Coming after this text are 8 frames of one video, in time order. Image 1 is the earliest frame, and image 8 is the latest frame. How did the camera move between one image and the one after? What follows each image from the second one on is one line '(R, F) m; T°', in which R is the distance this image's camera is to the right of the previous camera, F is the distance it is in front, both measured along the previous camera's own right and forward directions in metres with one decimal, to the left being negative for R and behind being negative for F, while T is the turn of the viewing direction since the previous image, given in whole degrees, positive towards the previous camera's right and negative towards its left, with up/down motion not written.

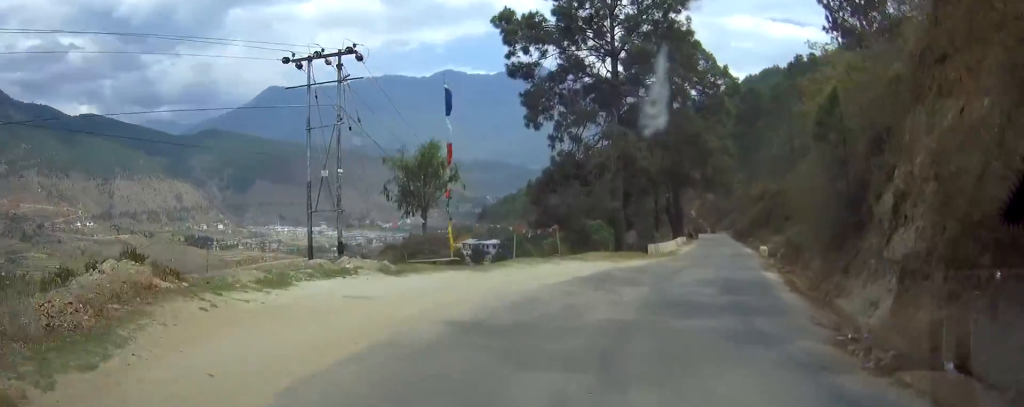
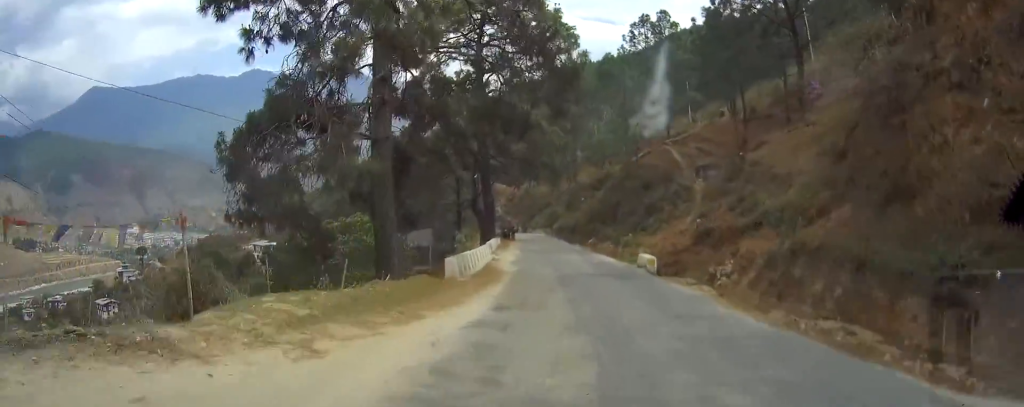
(-0.7, +21.6) m; -3°
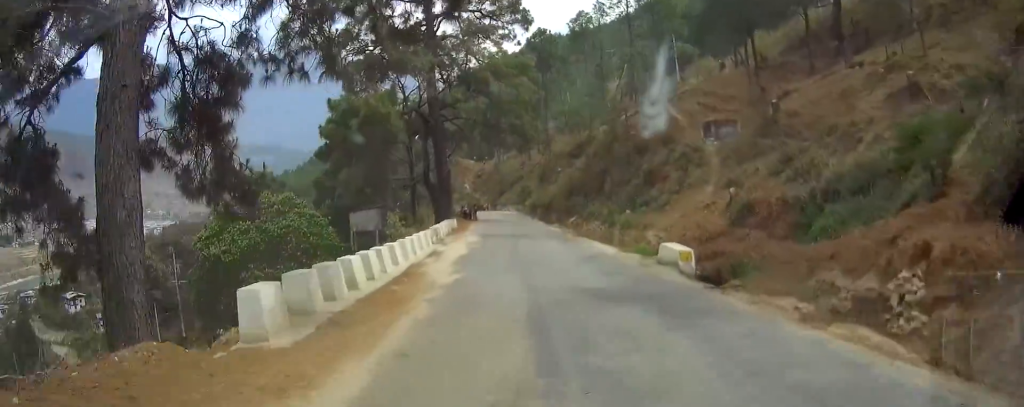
(0.0, +11.8) m; 0°
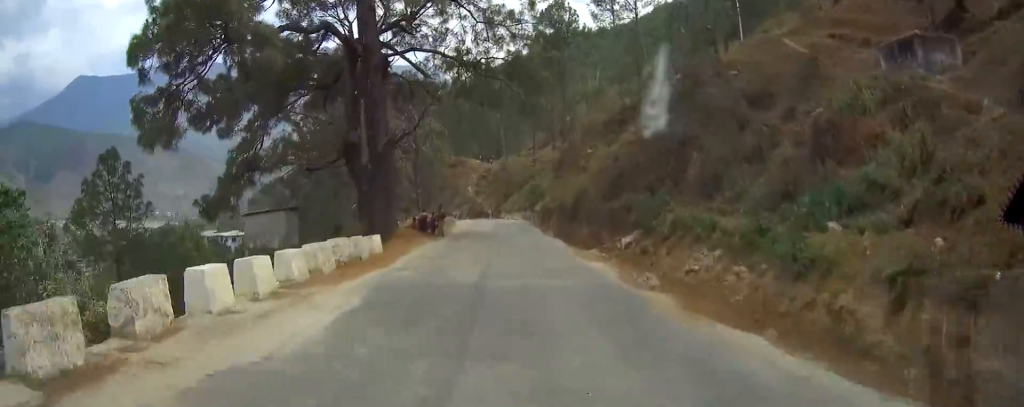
(0.0, +22.7) m; 0°
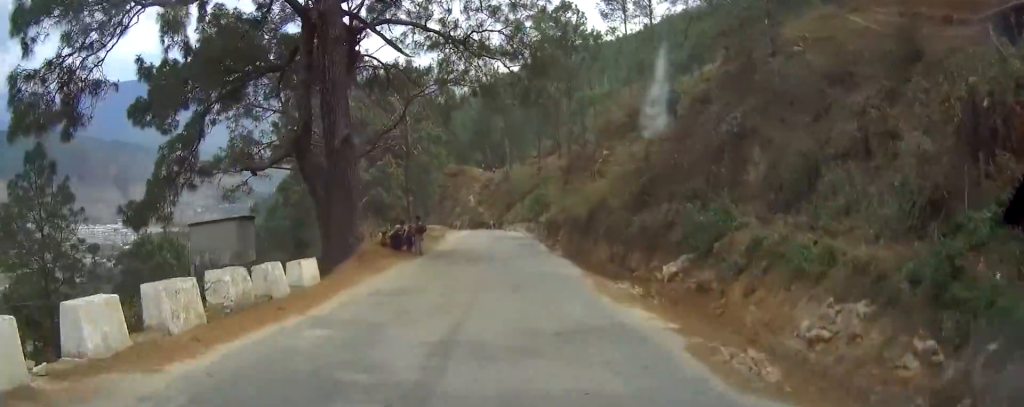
(0.0, +6.3) m; 0°
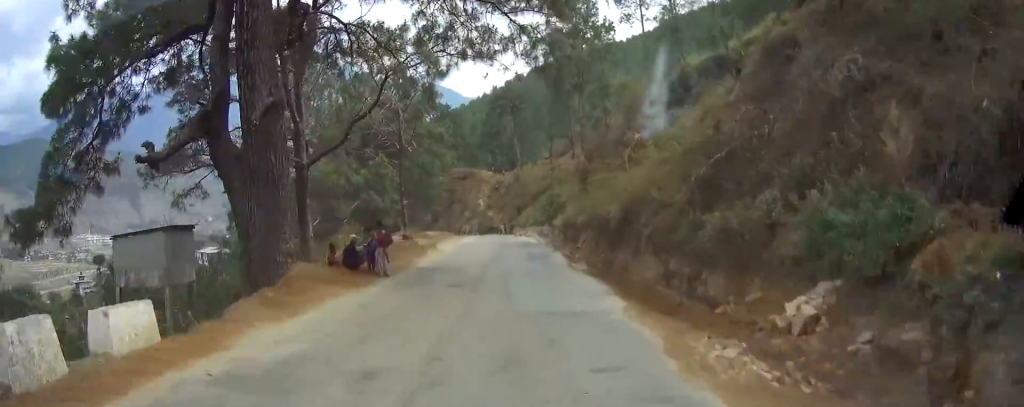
(0.0, +6.8) m; 0°
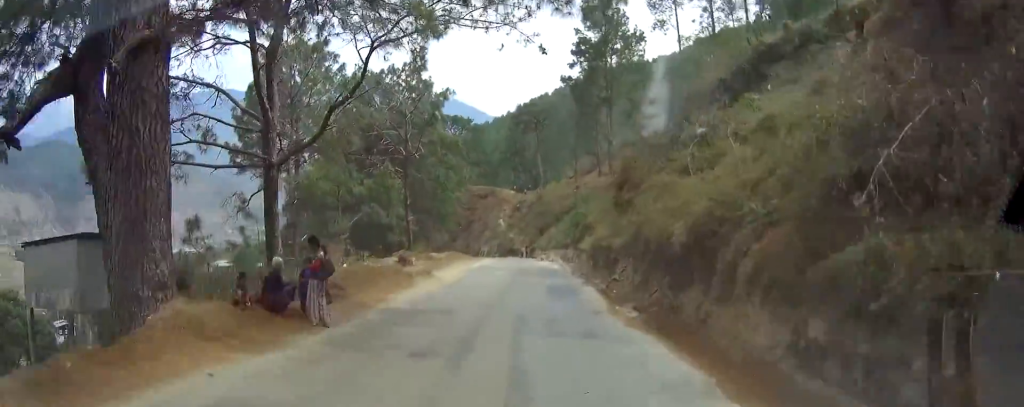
(0.0, +6.1) m; 0°
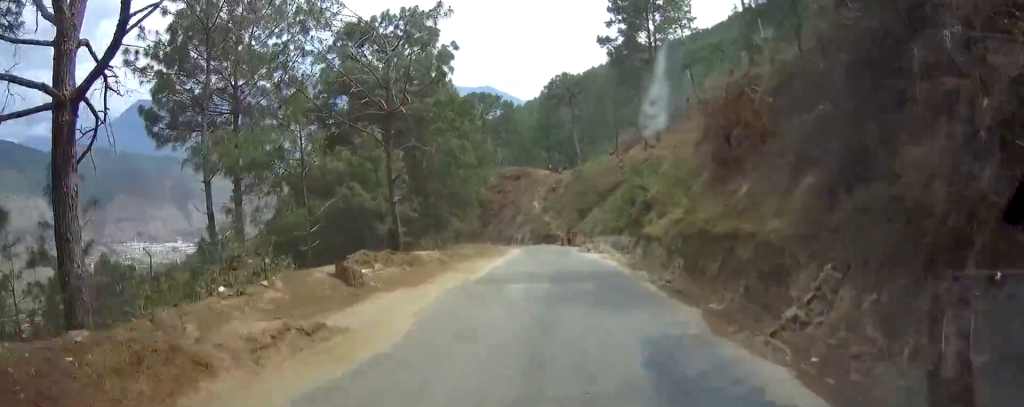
(0.0, +13.2) m; 0°
